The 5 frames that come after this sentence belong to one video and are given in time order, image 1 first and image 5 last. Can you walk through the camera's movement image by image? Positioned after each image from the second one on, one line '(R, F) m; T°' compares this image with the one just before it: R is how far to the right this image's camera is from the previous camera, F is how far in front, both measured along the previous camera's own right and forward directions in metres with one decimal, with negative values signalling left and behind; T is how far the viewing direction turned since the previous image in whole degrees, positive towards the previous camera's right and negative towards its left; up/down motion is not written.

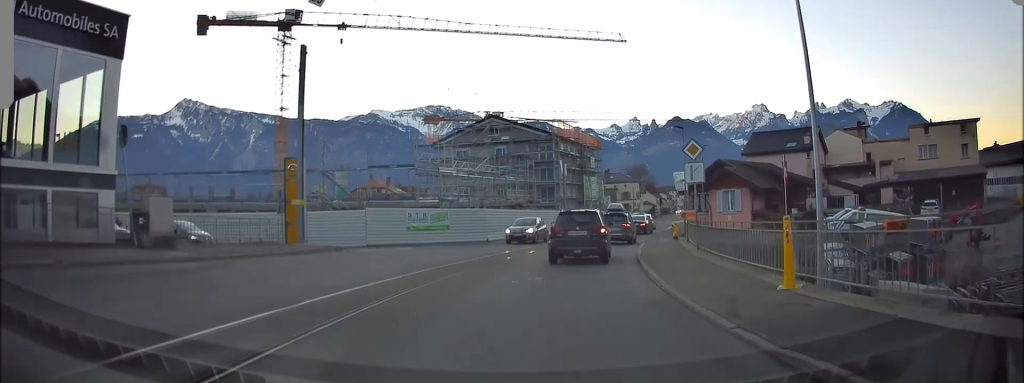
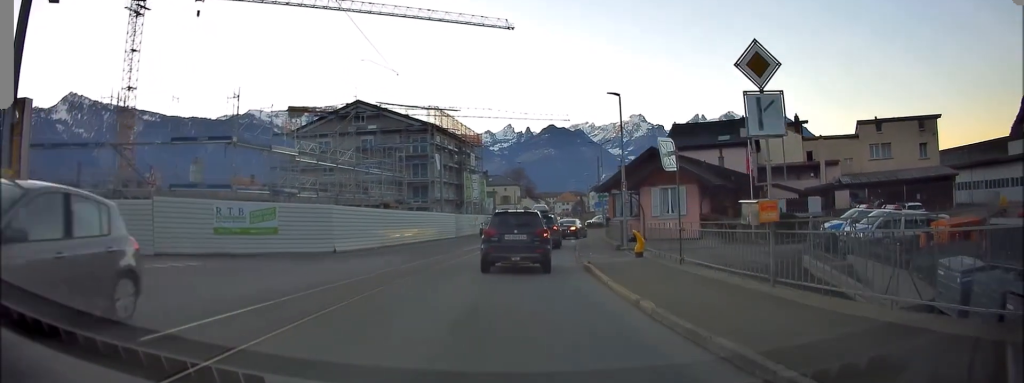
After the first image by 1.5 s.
(+1.1, +11.8) m; +8°
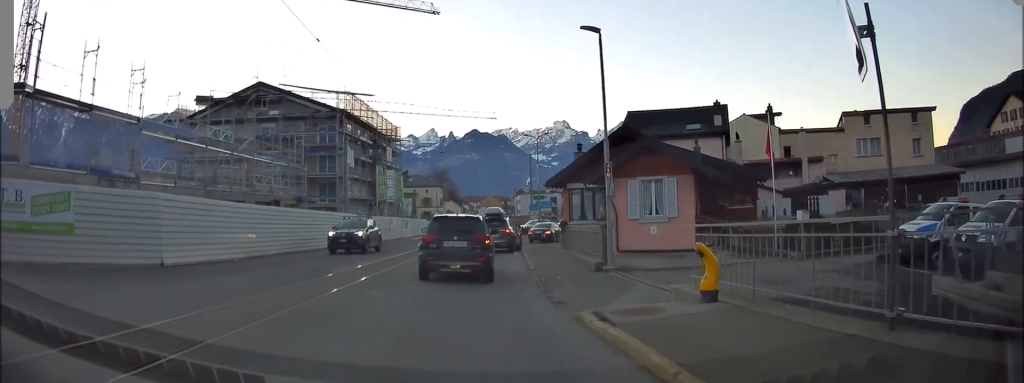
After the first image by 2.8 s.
(+0.3, +10.2) m; +6°
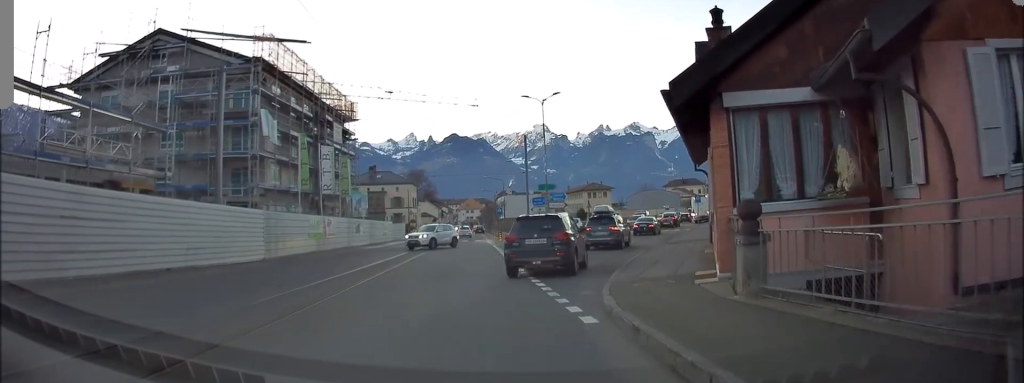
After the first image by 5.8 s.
(+2.6, +18.9) m; +6°
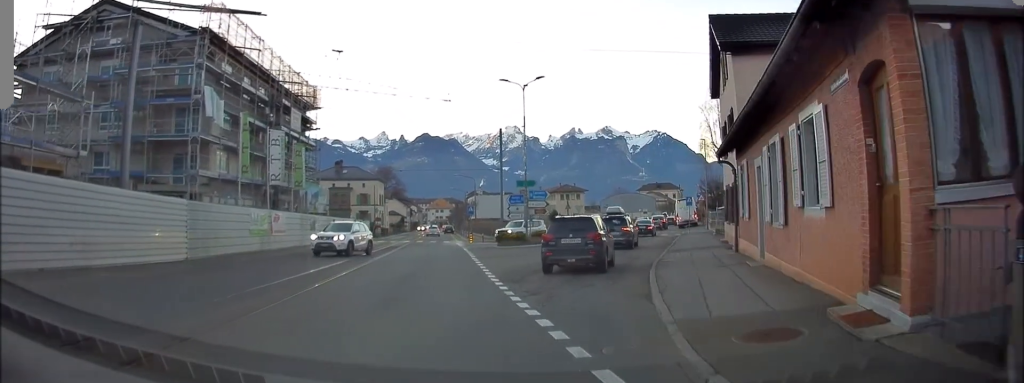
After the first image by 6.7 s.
(-0.3, +5.0) m; +1°
